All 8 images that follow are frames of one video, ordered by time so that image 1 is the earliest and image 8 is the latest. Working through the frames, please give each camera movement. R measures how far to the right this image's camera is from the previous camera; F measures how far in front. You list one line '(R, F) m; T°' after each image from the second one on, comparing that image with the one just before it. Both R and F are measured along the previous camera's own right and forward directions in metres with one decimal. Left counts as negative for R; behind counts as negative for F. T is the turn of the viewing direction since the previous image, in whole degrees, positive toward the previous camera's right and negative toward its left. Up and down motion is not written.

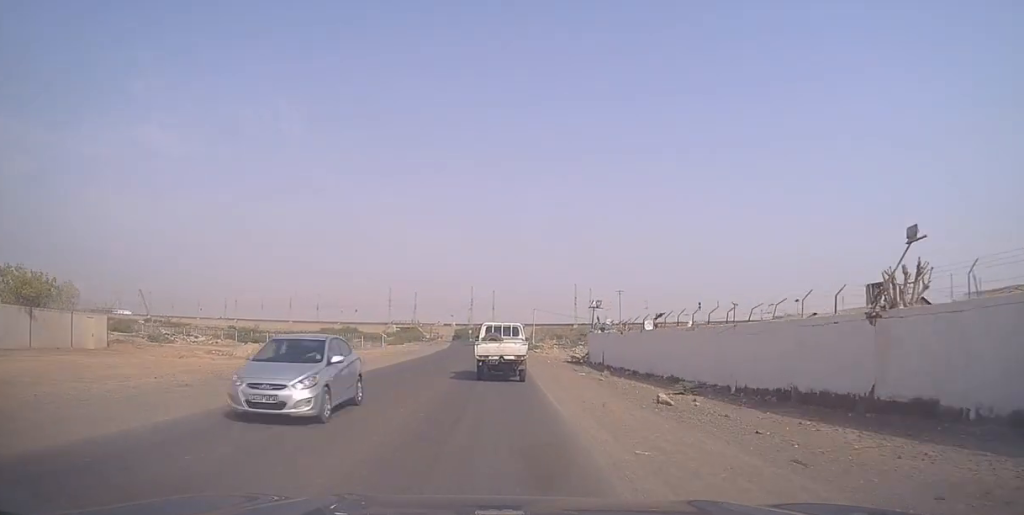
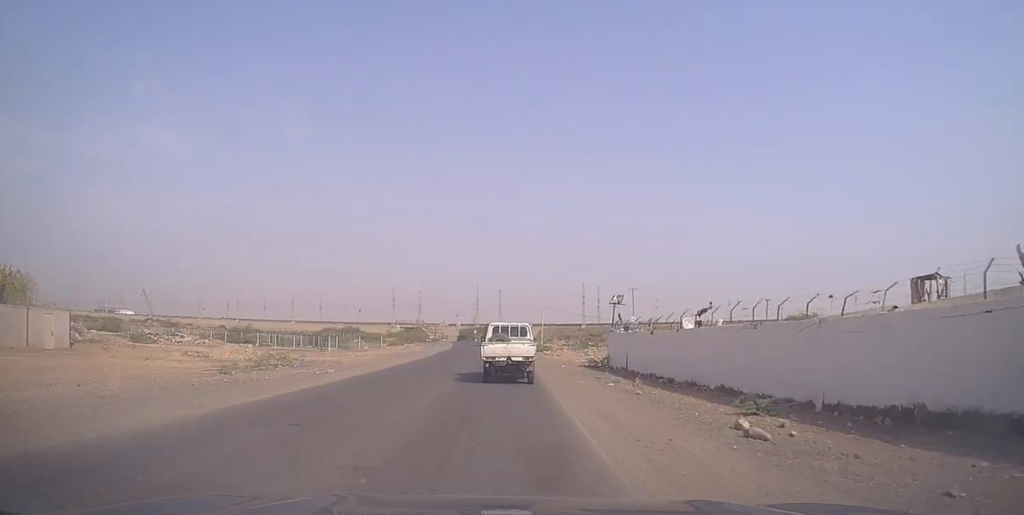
(0.0, +5.5) m; -1°
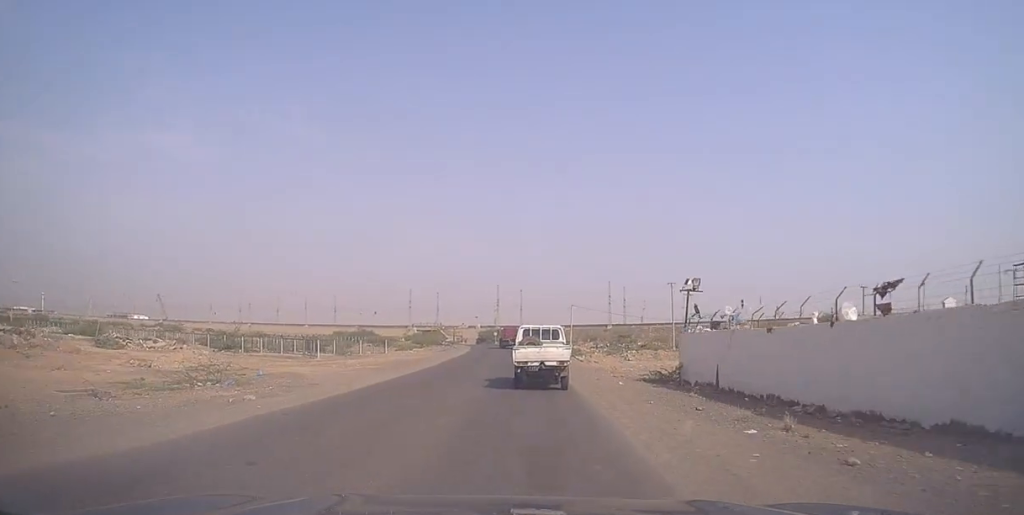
(-0.6, +10.5) m; -5°
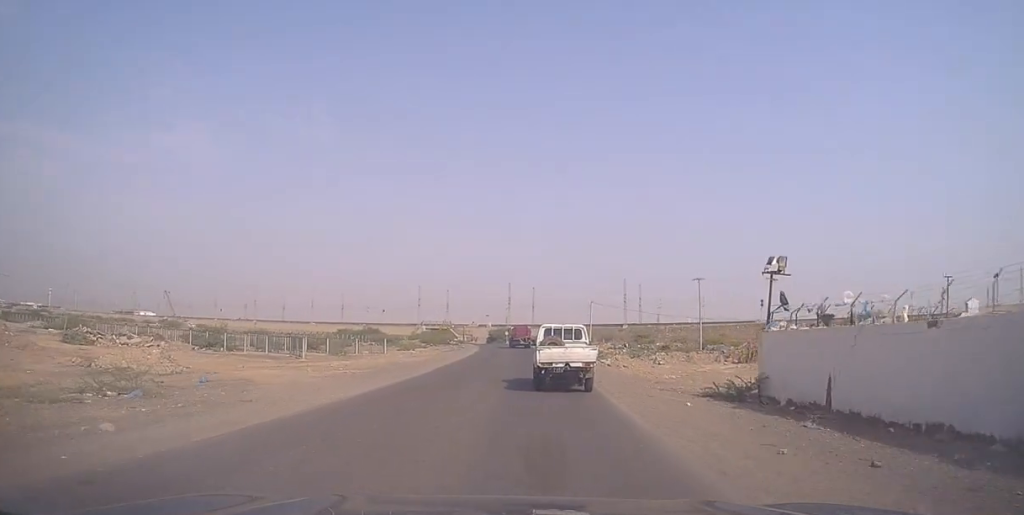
(-0.2, +6.7) m; 0°
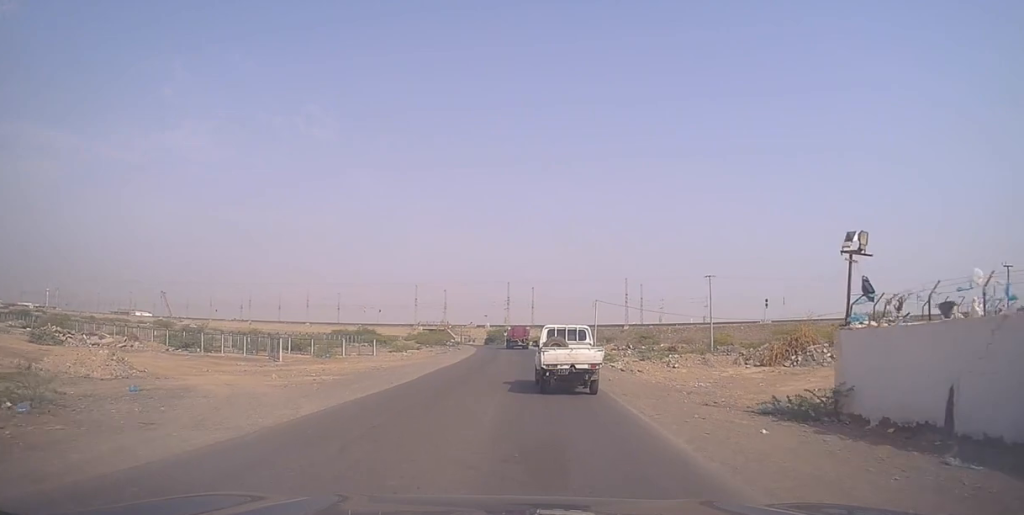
(+0.2, +4.4) m; +2°
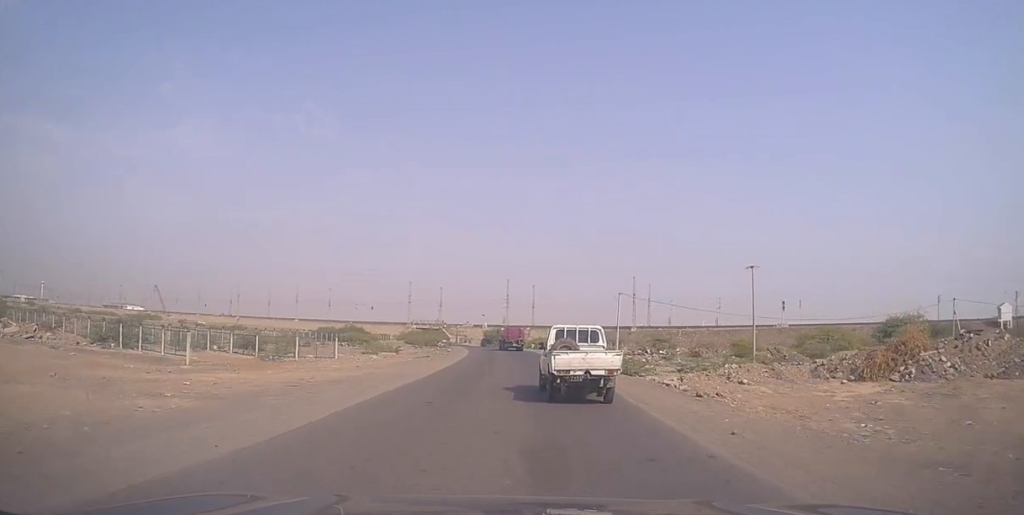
(+0.2, +11.9) m; -3°
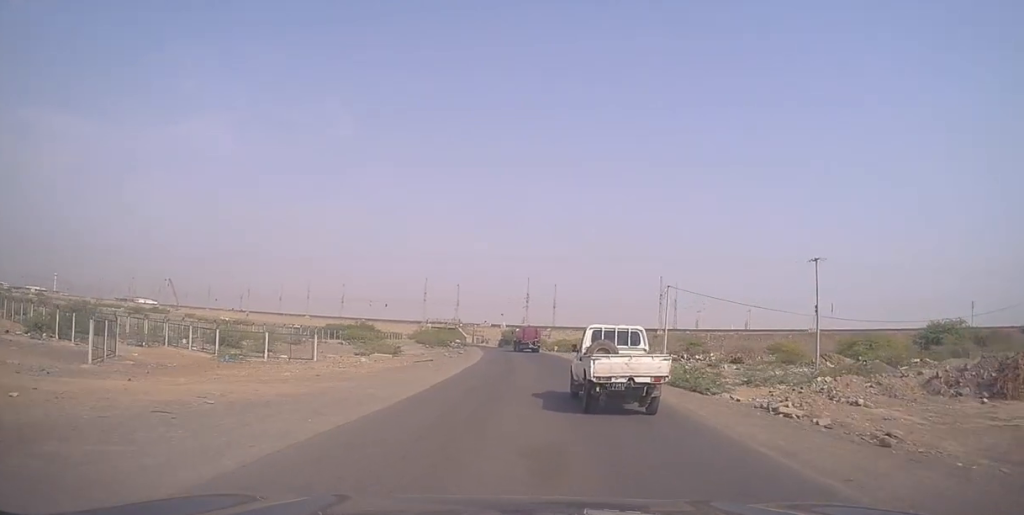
(-0.5, +8.1) m; -1°
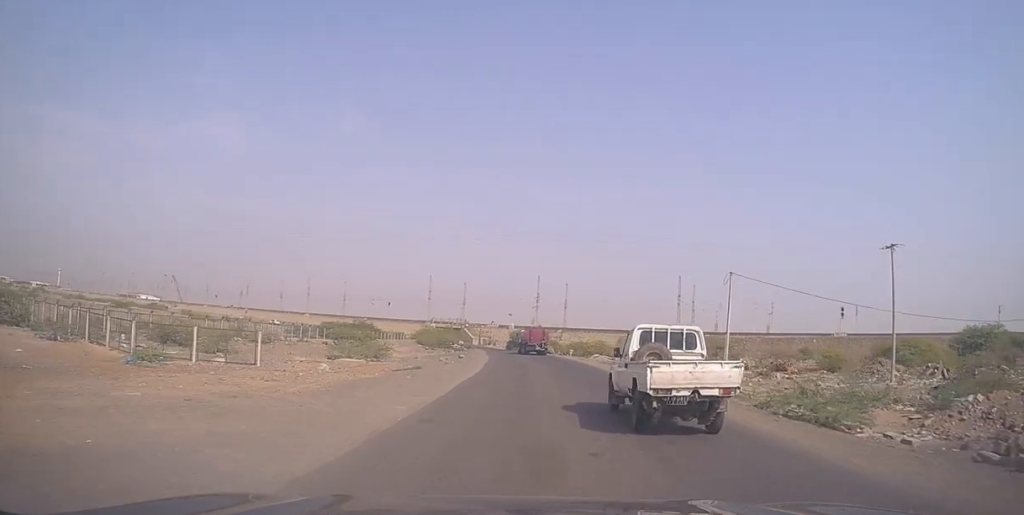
(+0.2, +8.6) m; +1°
